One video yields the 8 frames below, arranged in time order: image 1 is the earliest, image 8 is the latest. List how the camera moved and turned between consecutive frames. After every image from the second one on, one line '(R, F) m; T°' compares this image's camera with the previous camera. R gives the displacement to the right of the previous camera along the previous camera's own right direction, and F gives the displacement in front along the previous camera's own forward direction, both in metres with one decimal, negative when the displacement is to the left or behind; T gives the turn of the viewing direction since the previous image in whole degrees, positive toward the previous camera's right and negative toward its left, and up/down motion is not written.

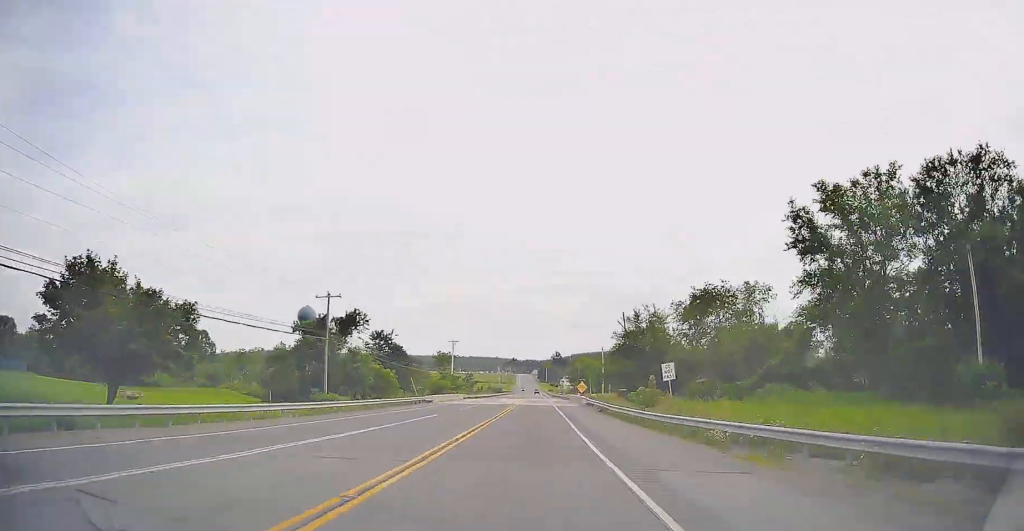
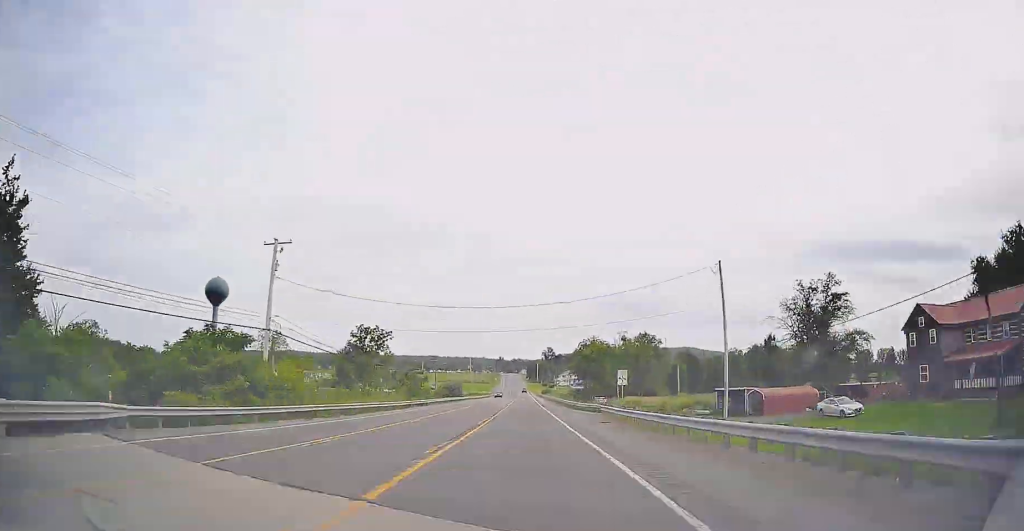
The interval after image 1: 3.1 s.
(-0.1, +83.8) m; 0°
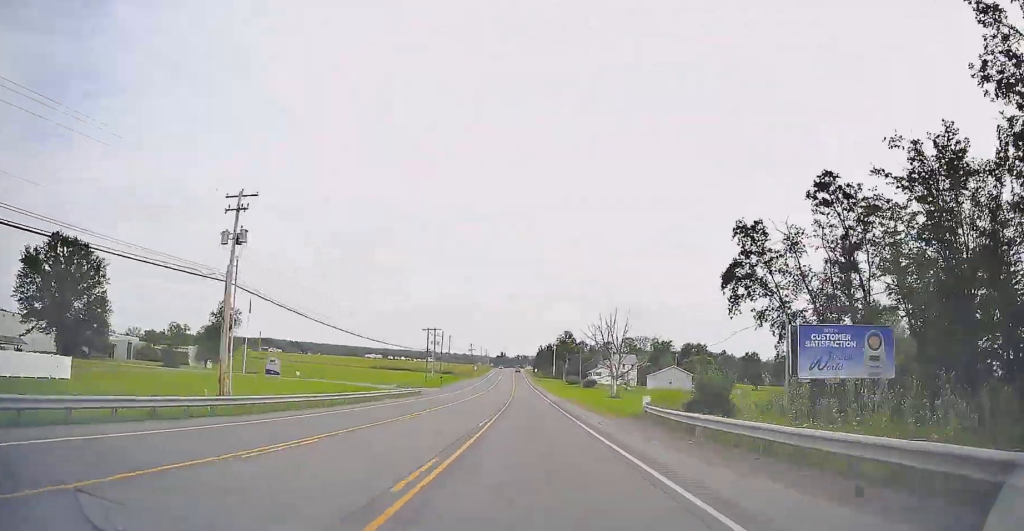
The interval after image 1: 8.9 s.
(-0.1, +157.5) m; -1°
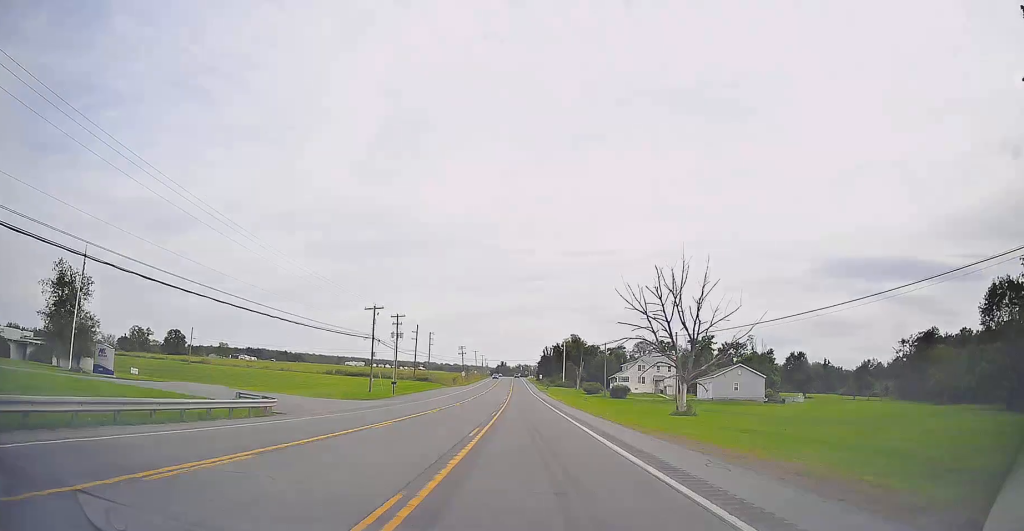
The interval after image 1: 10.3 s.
(-0.3, +37.3) m; 0°
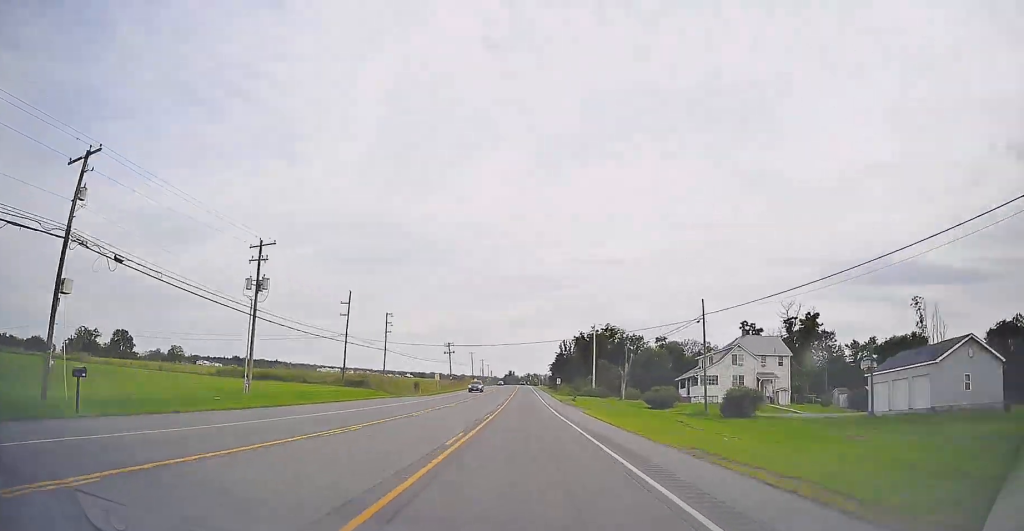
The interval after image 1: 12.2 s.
(-0.2, +50.3) m; 0°
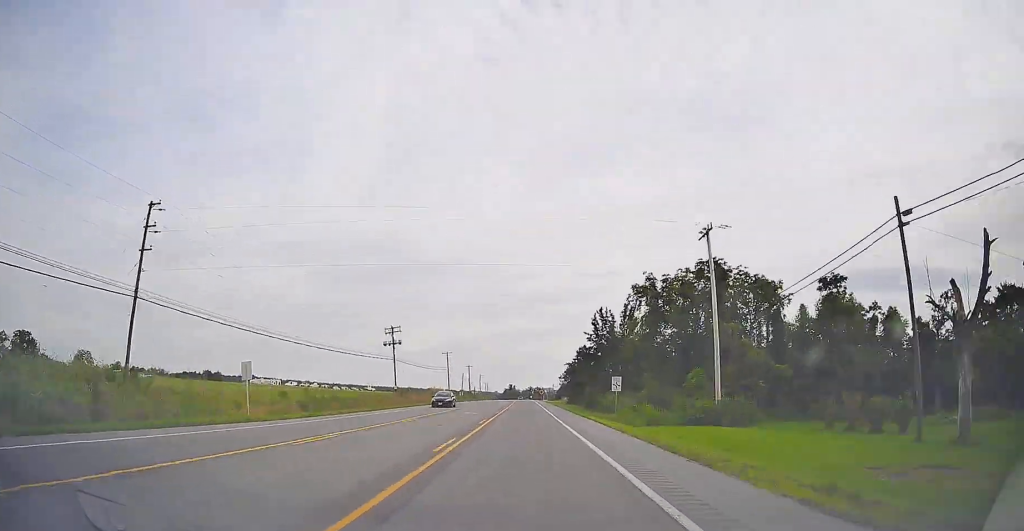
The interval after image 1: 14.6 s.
(-0.3, +62.0) m; 0°
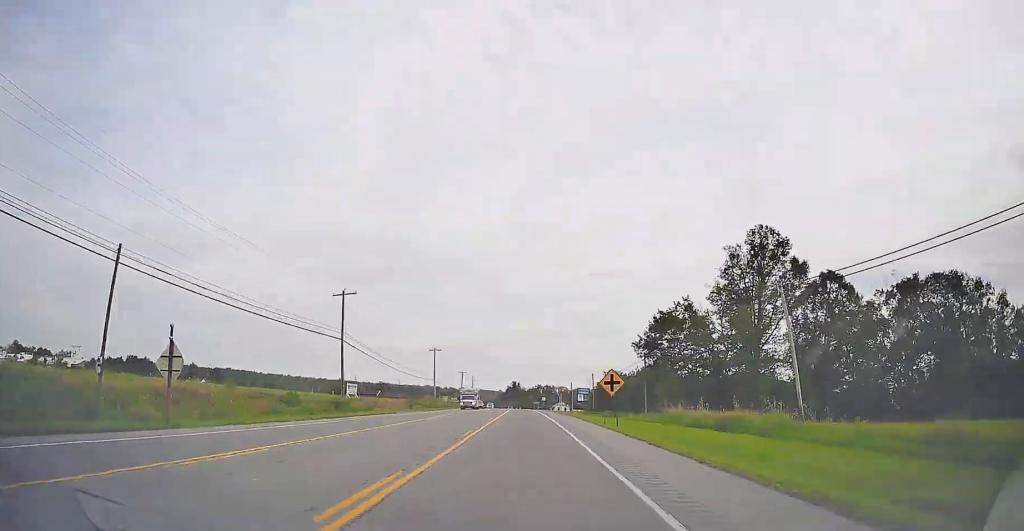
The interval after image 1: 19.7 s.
(-1.0, +128.1) m; -1°
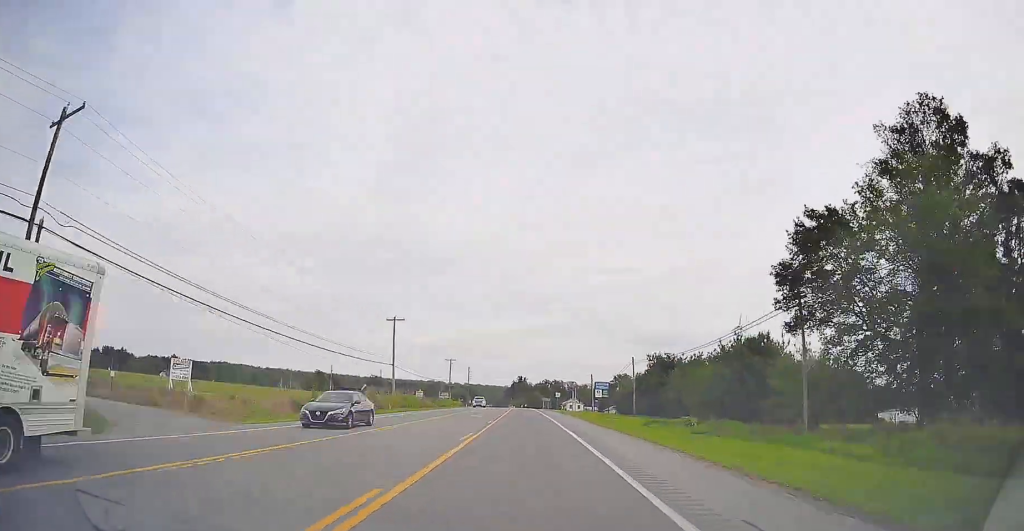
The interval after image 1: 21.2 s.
(-0.2, +37.2) m; -1°
